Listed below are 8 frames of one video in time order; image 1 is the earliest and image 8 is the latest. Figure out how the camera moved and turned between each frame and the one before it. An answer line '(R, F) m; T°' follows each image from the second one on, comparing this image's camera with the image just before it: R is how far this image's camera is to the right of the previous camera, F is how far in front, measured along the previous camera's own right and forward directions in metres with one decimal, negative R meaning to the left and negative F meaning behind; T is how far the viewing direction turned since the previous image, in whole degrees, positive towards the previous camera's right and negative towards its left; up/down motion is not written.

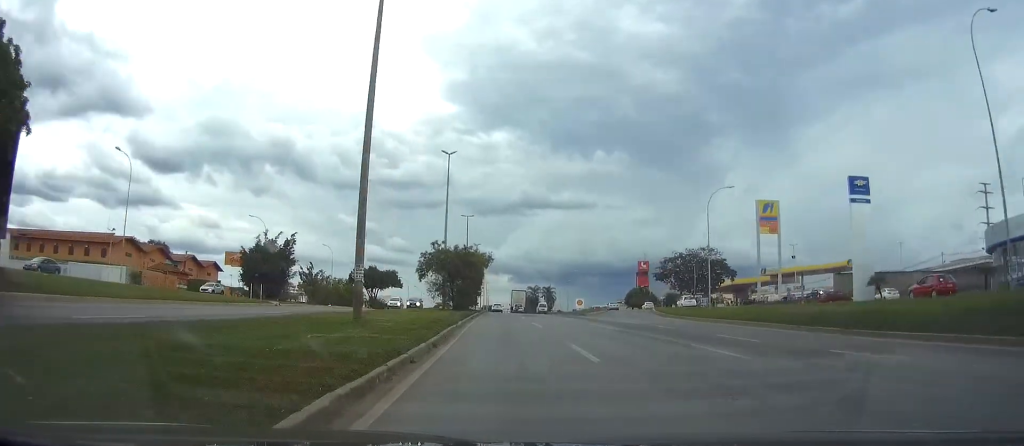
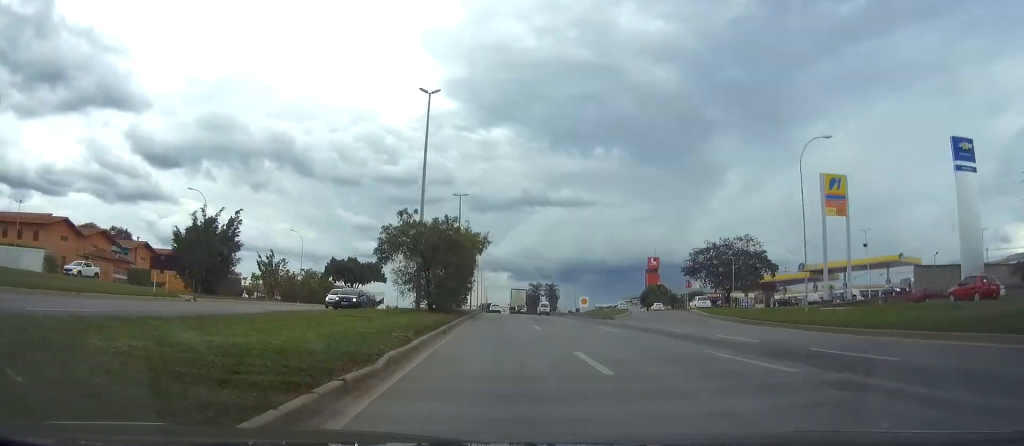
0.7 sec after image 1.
(0.0, +18.4) m; 0°
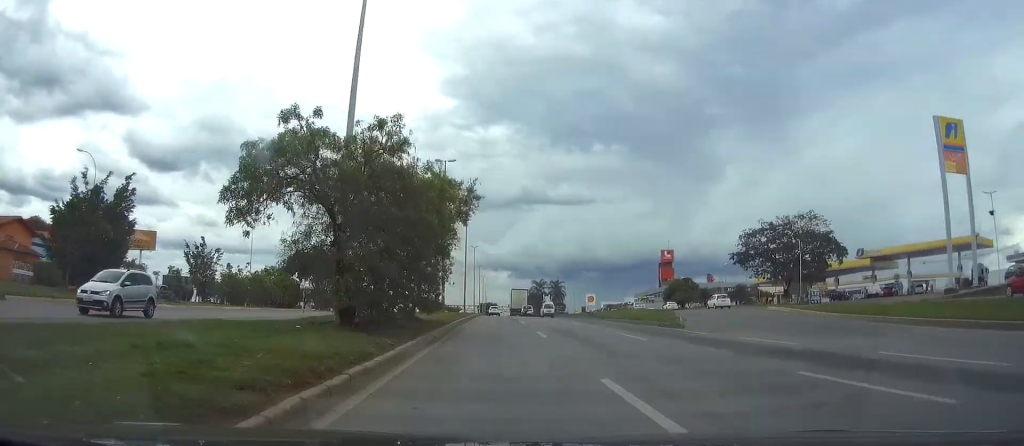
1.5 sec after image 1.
(-0.1, +21.2) m; 0°
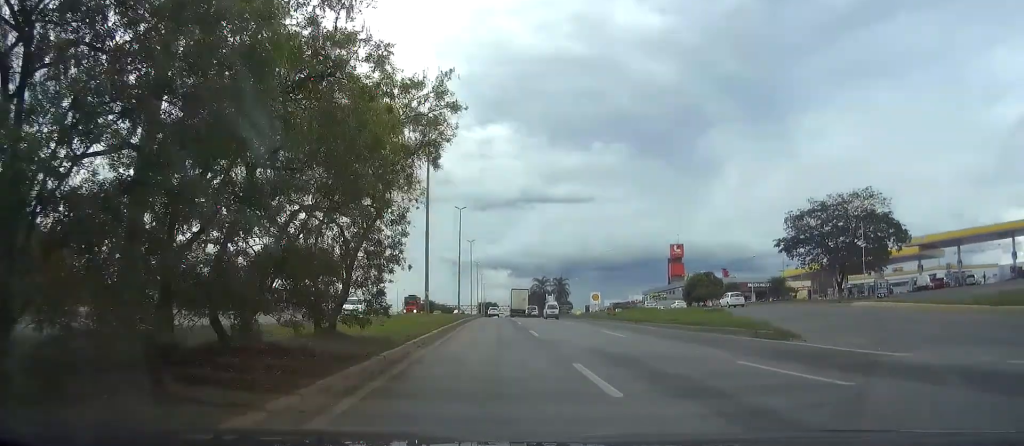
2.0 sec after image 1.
(0.0, +13.3) m; 0°
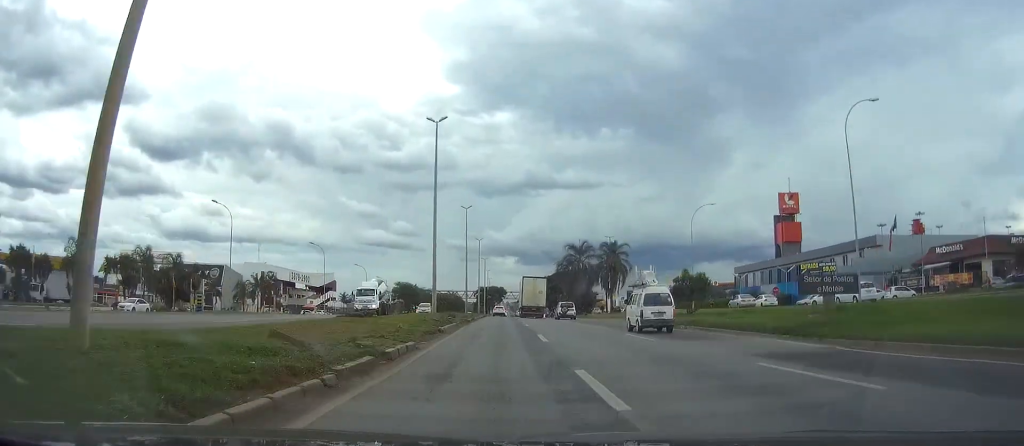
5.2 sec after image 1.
(0.0, +81.6) m; 0°
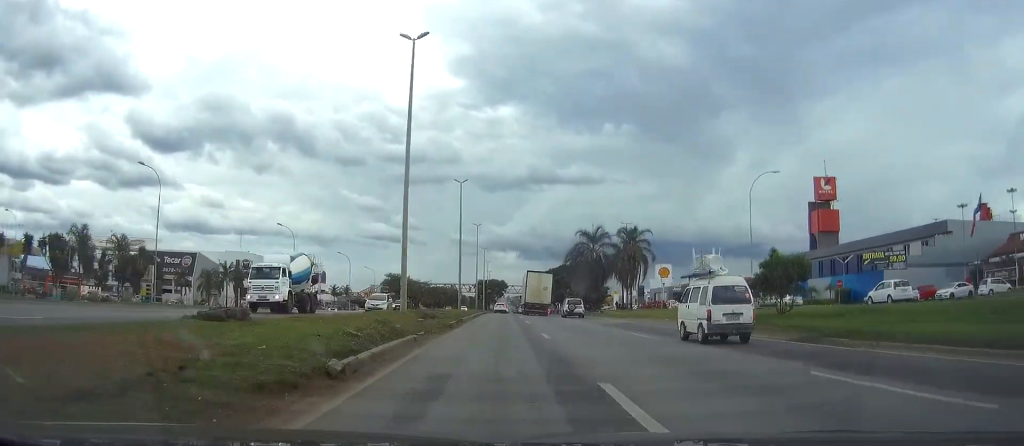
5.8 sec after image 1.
(0.0, +15.7) m; 0°
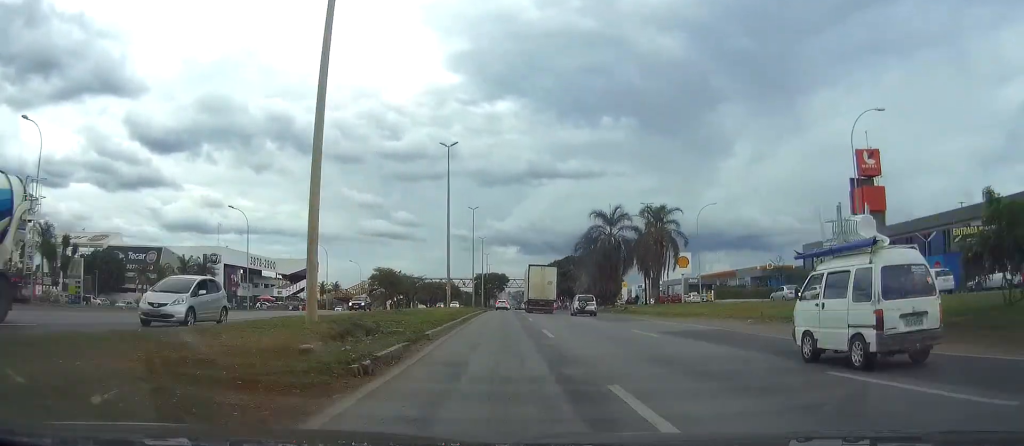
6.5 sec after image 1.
(0.0, +16.4) m; 0°
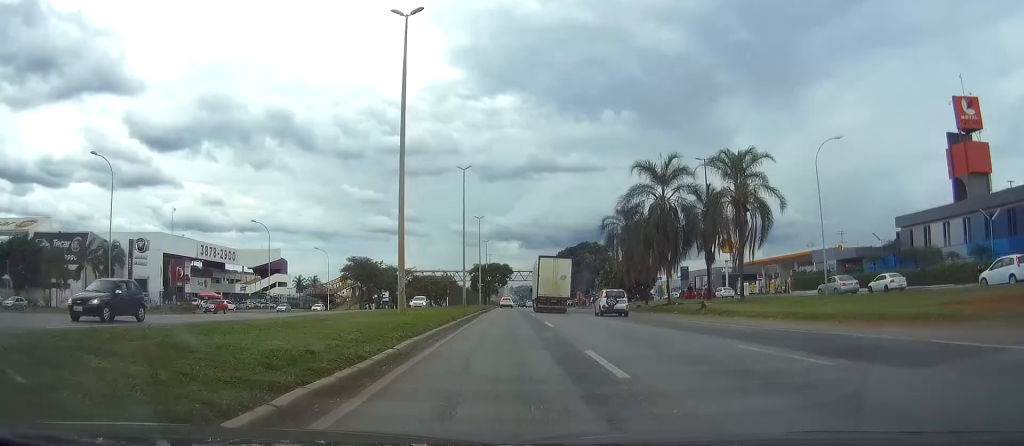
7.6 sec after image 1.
(0.0, +27.5) m; 0°
